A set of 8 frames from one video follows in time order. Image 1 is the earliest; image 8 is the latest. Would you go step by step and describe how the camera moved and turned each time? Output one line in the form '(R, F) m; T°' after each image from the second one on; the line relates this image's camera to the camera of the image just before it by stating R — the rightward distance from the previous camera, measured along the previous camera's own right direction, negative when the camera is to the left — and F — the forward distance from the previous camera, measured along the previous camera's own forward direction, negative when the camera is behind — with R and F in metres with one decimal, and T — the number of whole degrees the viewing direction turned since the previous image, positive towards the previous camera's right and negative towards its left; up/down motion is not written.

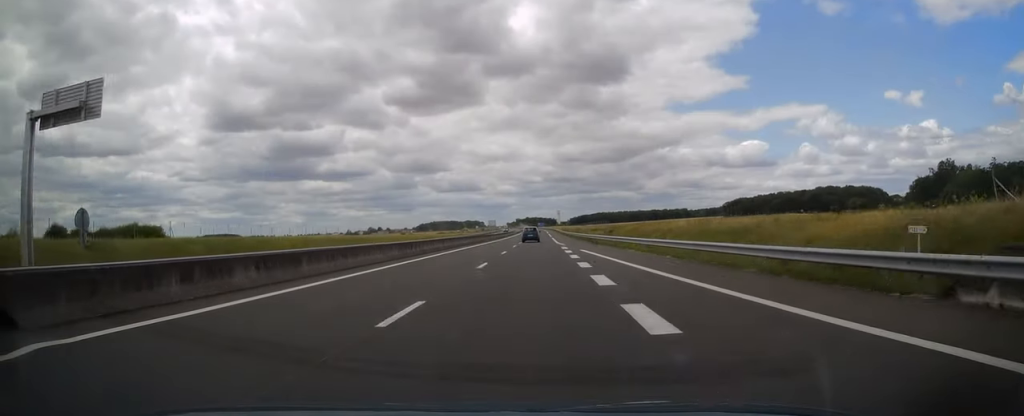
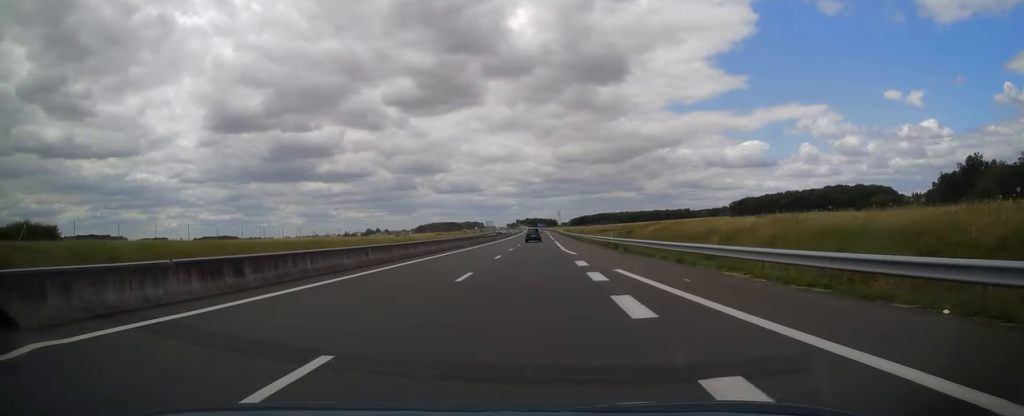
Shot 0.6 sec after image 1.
(-0.1, +18.1) m; 0°
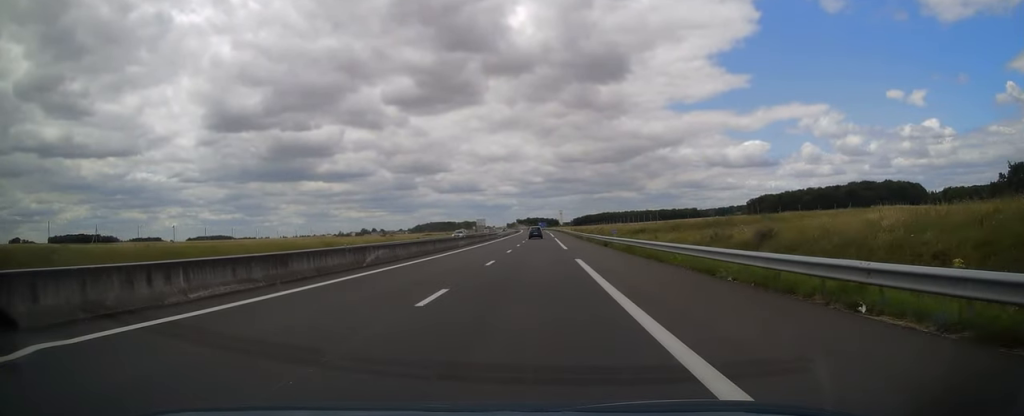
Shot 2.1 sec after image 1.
(+0.1, +44.5) m; +1°
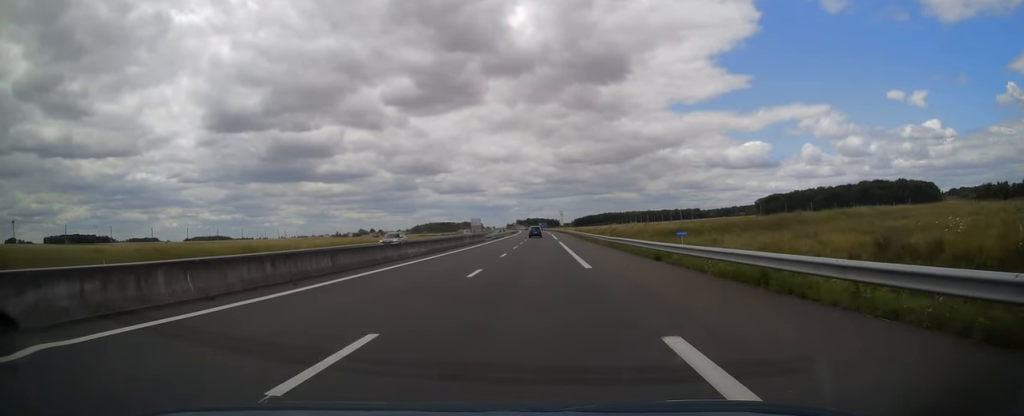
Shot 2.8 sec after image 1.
(0.0, +19.1) m; 0°
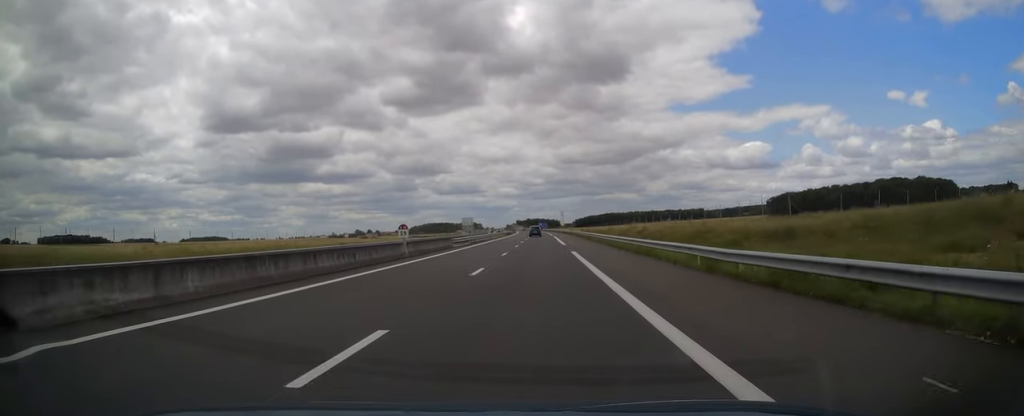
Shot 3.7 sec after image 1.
(-0.1, +25.9) m; 0°
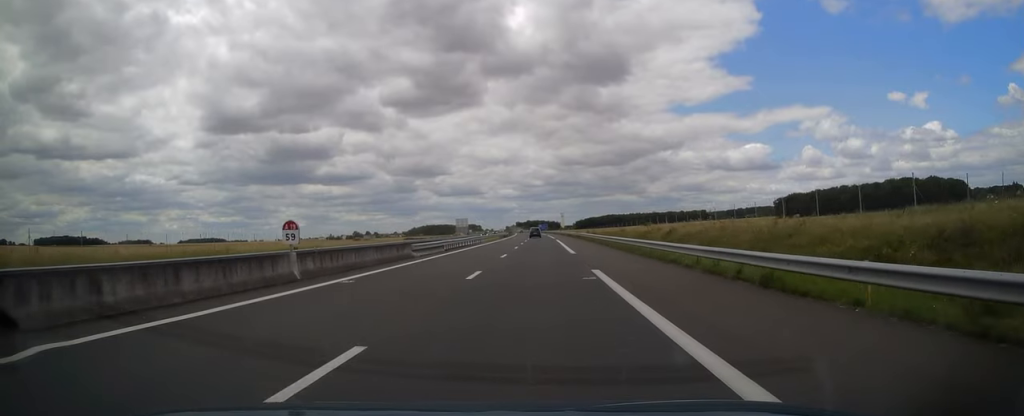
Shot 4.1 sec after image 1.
(-0.2, +14.2) m; 0°
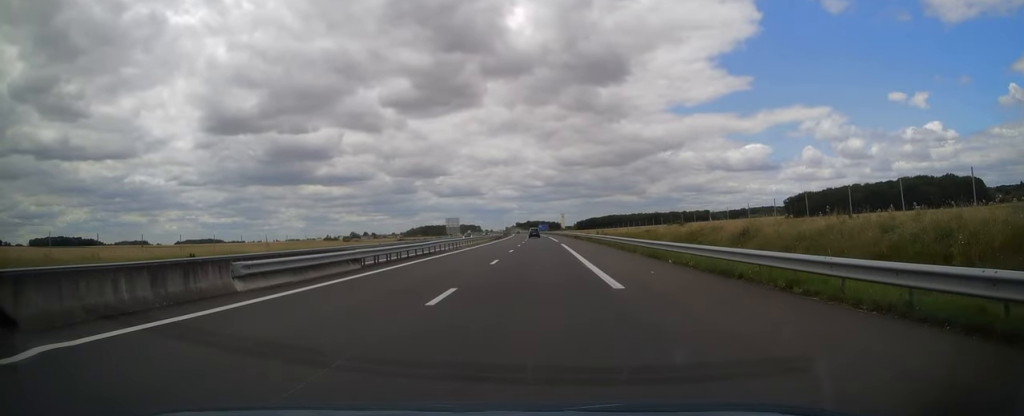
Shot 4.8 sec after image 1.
(+0.2, +19.1) m; 0°
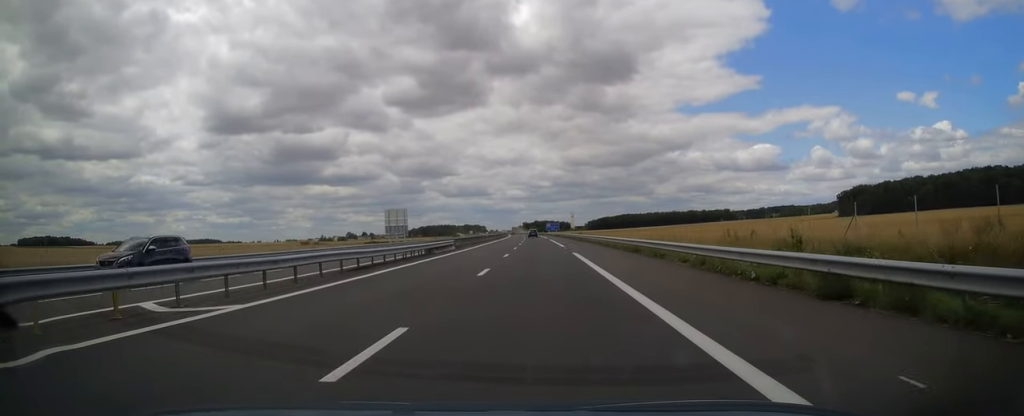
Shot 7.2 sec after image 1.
(-0.3, +70.6) m; -1°
